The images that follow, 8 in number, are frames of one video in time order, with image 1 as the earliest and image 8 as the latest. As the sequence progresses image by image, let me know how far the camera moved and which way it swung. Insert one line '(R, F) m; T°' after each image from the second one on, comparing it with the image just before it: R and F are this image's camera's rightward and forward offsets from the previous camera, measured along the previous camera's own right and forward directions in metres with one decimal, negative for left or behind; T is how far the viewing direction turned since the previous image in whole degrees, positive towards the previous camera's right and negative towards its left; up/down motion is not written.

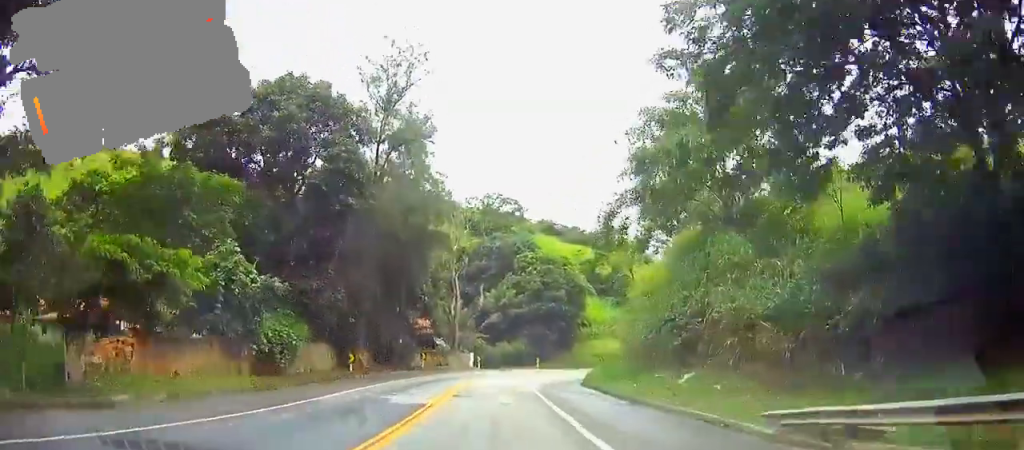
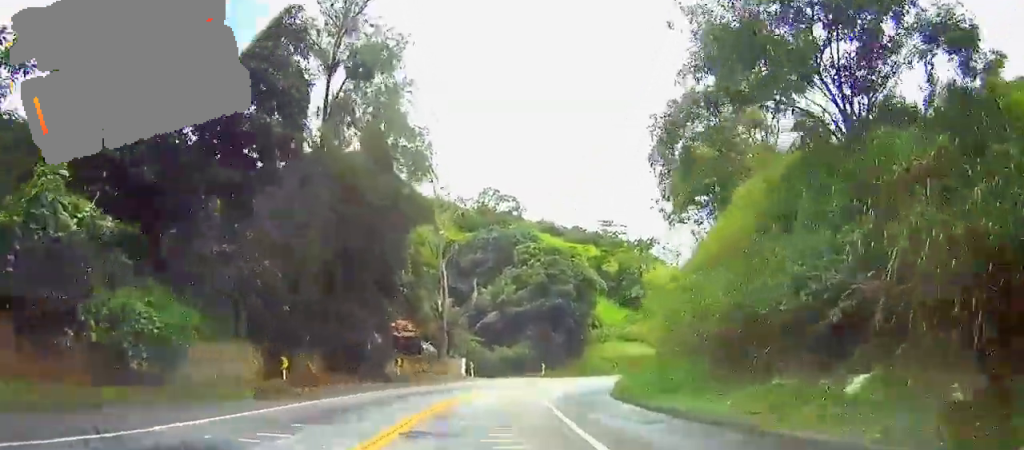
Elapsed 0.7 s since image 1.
(0.0, +11.0) m; 0°
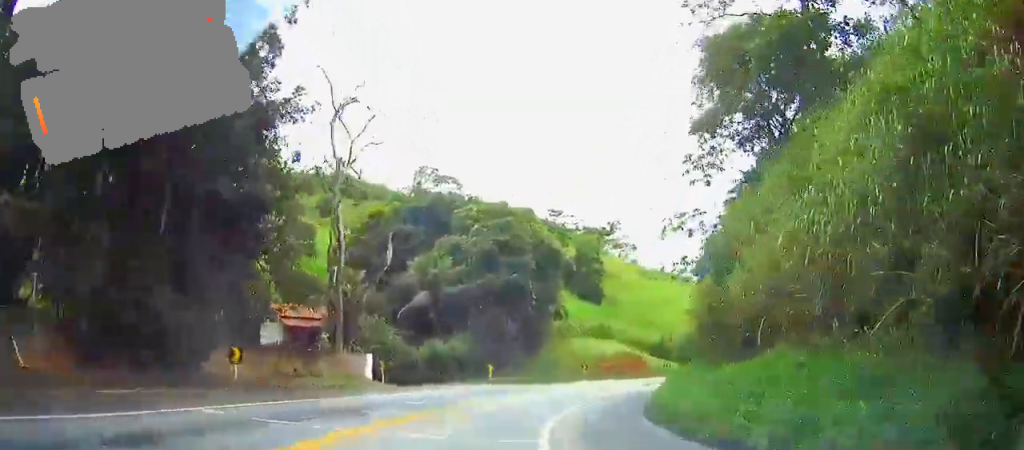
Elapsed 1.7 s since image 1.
(0.0, +17.9) m; 0°
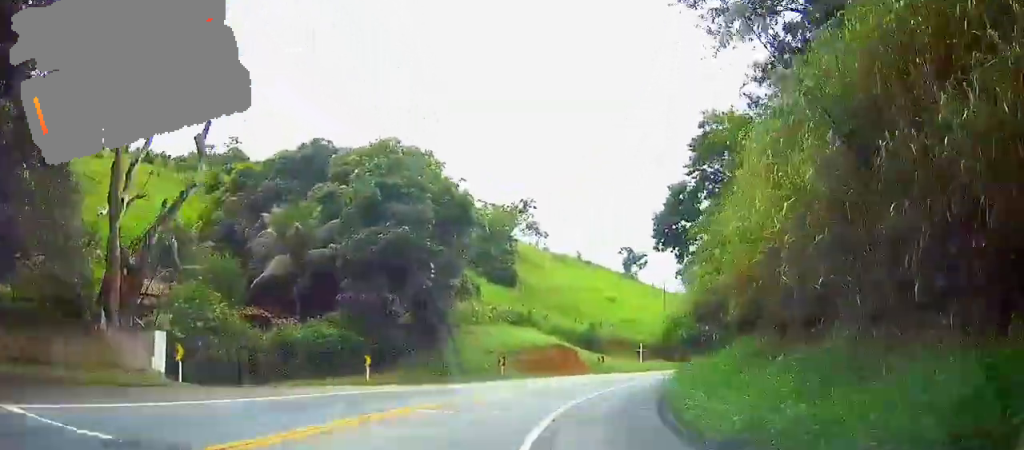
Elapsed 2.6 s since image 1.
(0.0, +14.6) m; 0°
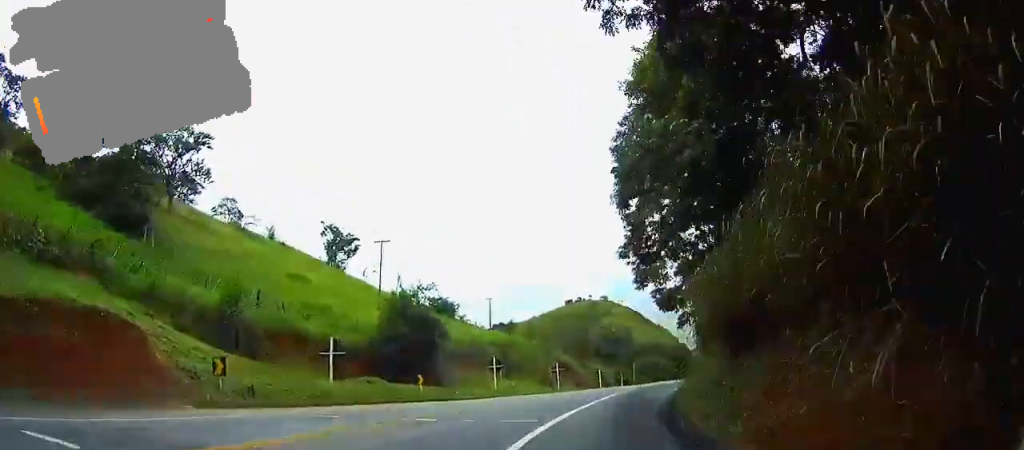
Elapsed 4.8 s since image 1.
(+1.7, +38.0) m; +13°
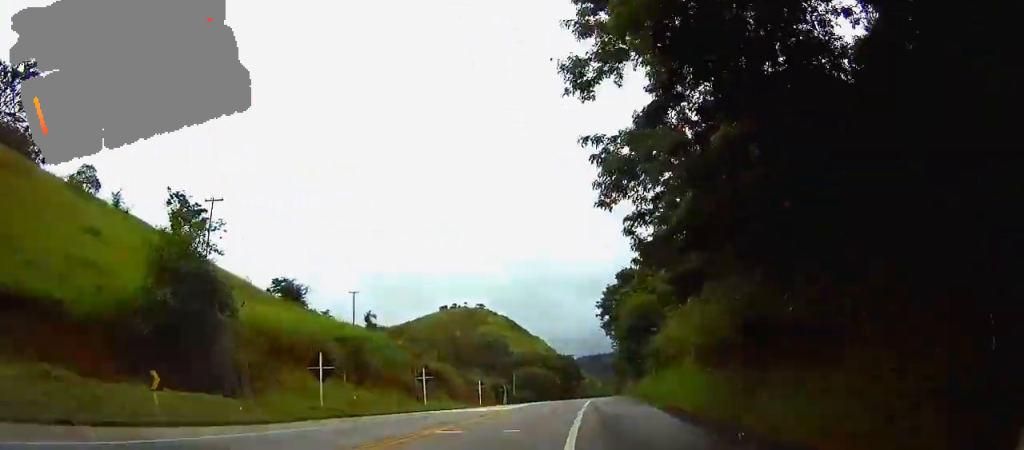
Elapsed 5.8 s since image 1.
(+2.4, +17.2) m; +11°
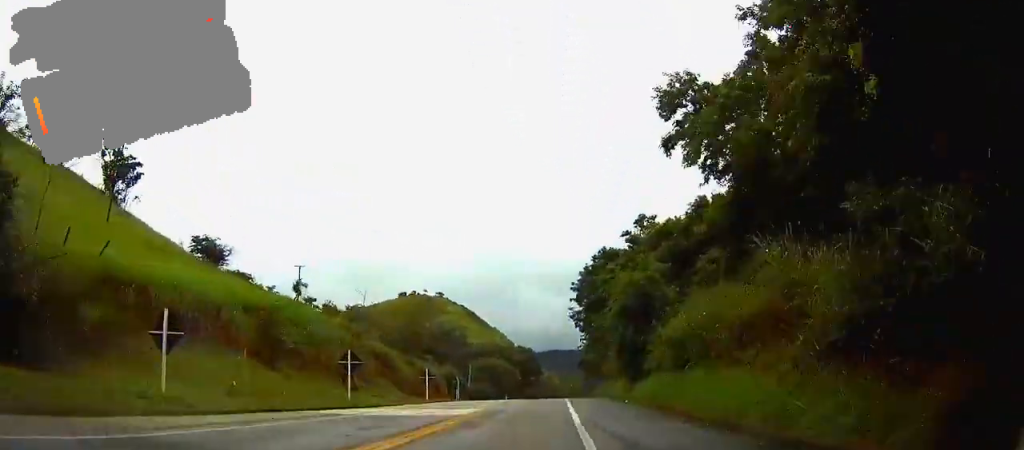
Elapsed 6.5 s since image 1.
(-0.2, +11.1) m; +5°
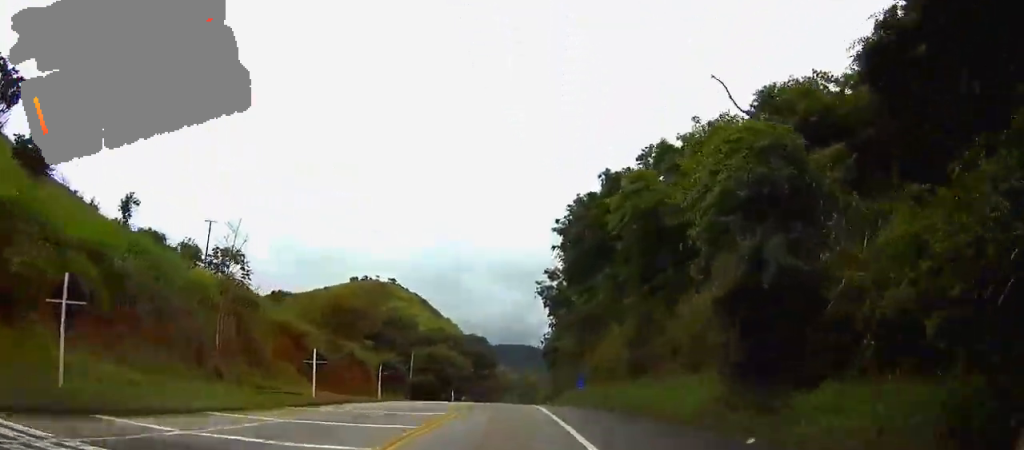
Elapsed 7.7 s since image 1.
(+2.3, +21.7) m; +8°
